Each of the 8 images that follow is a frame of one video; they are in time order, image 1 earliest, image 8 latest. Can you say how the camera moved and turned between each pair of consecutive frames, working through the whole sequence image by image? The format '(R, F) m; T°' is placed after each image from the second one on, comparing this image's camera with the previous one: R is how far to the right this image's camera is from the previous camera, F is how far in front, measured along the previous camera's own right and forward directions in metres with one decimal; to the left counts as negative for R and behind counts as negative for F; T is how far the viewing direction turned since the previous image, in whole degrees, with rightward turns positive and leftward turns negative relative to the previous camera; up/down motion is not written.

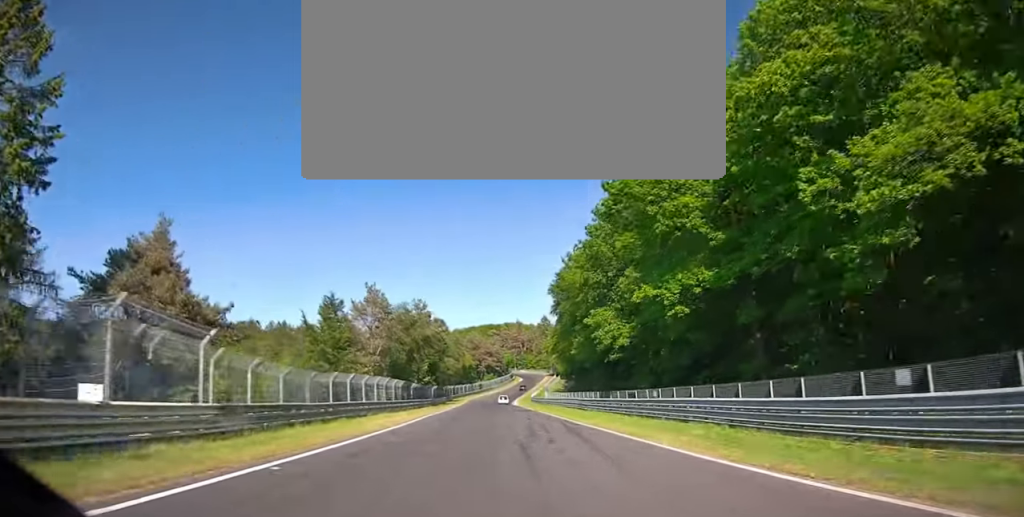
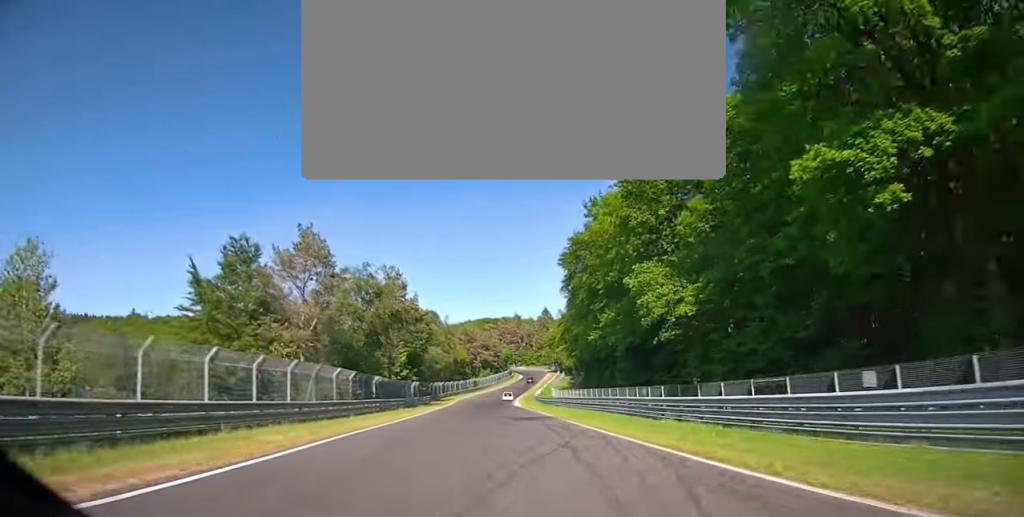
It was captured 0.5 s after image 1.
(+0.4, +19.2) m; +1°
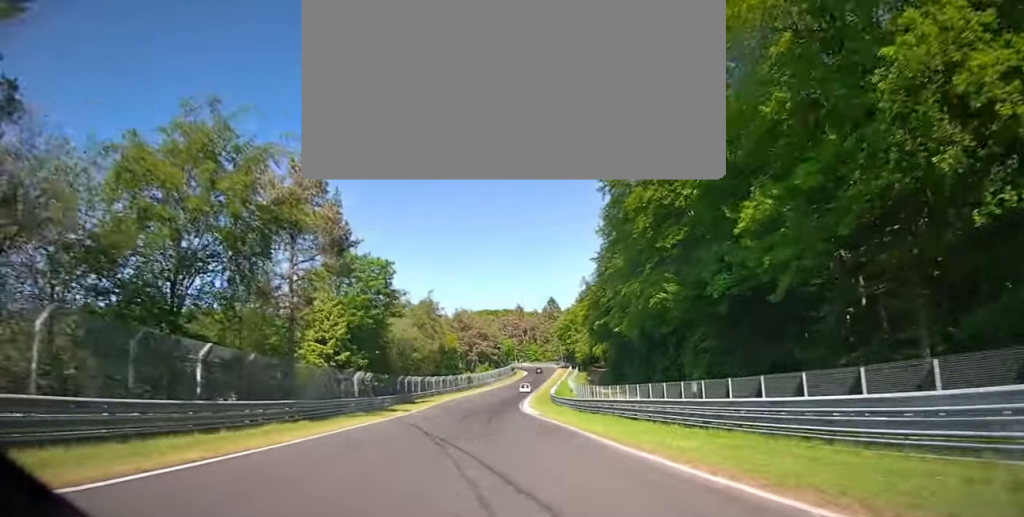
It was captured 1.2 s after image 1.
(+0.2, +29.4) m; +1°
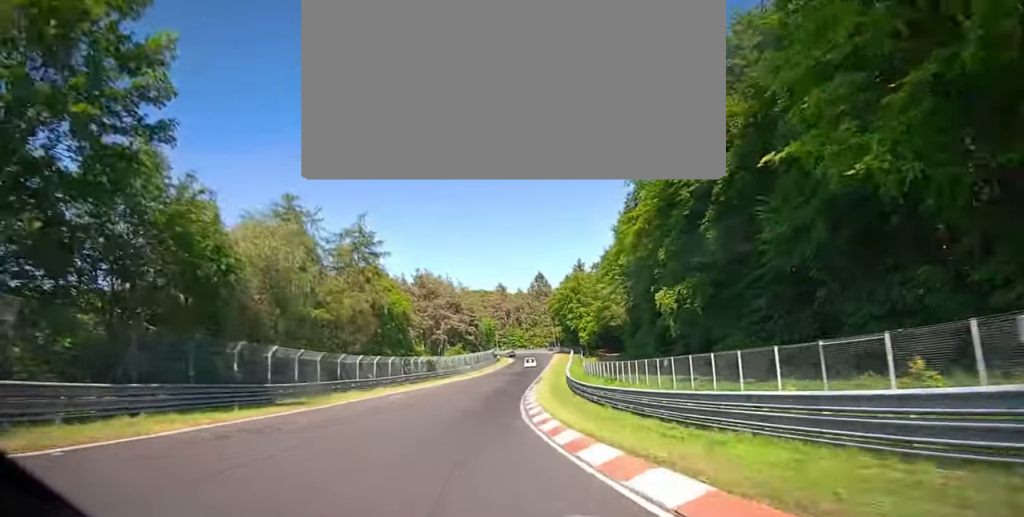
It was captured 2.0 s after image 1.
(+0.7, +35.6) m; +2°
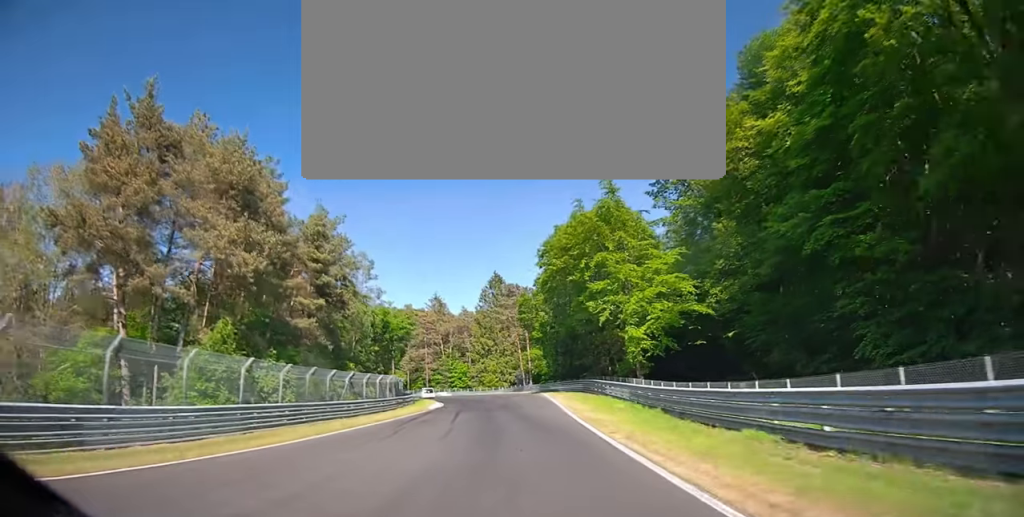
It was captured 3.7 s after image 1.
(+1.4, +67.2) m; +1°
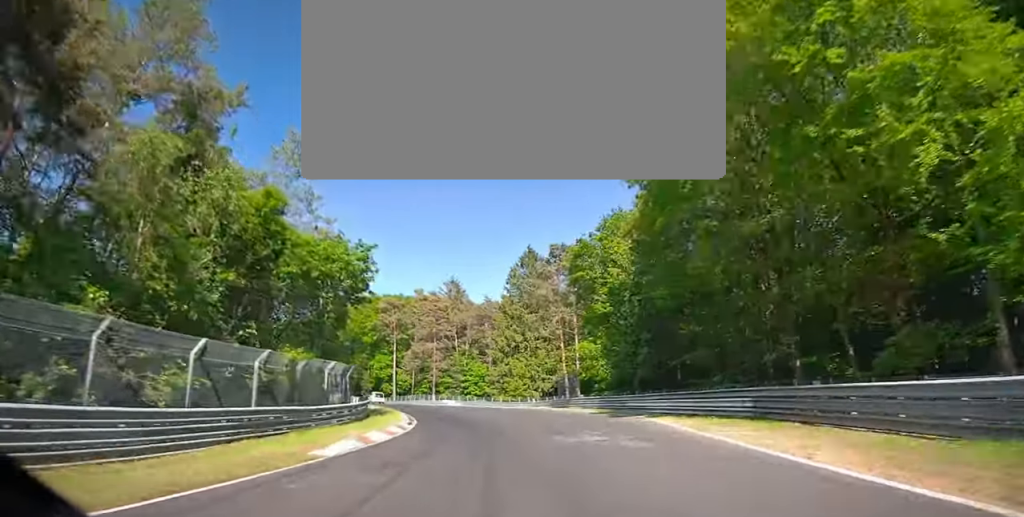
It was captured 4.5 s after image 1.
(+0.9, +28.9) m; -3°
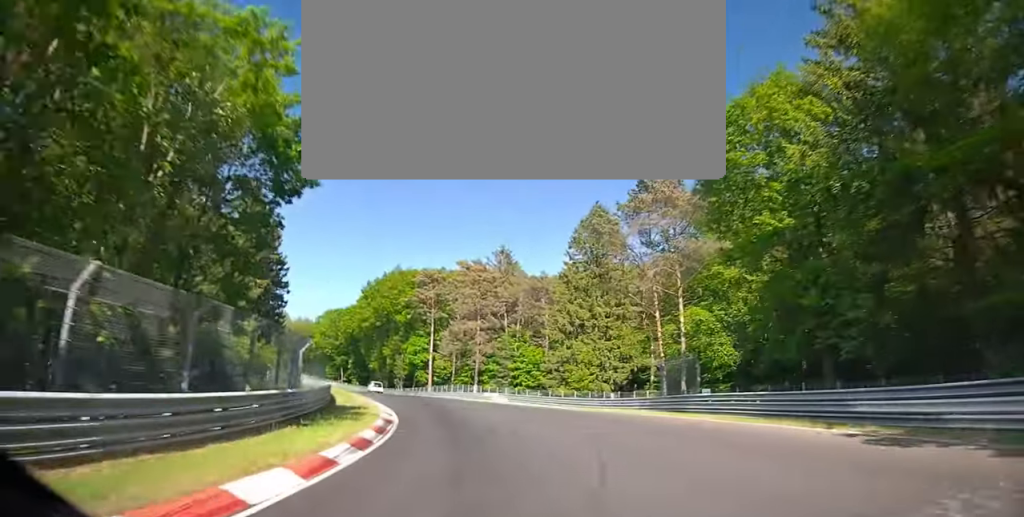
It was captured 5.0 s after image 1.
(-1.5, +18.2) m; -5°
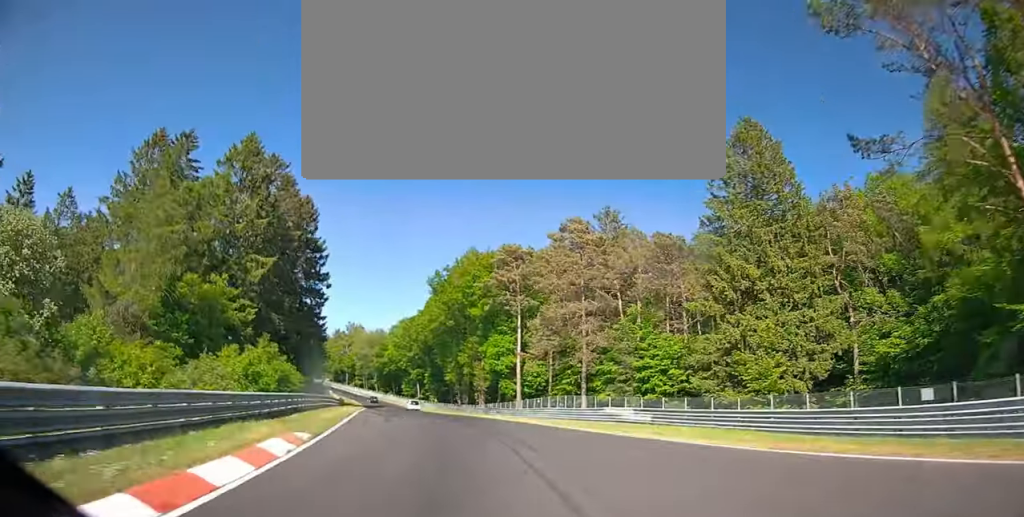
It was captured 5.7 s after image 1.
(-1.4, +24.5) m; -7°
